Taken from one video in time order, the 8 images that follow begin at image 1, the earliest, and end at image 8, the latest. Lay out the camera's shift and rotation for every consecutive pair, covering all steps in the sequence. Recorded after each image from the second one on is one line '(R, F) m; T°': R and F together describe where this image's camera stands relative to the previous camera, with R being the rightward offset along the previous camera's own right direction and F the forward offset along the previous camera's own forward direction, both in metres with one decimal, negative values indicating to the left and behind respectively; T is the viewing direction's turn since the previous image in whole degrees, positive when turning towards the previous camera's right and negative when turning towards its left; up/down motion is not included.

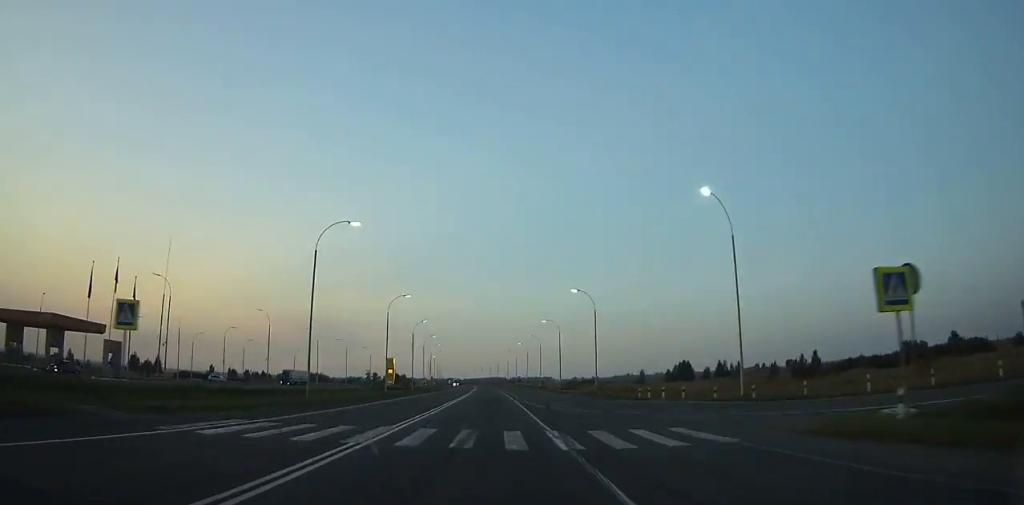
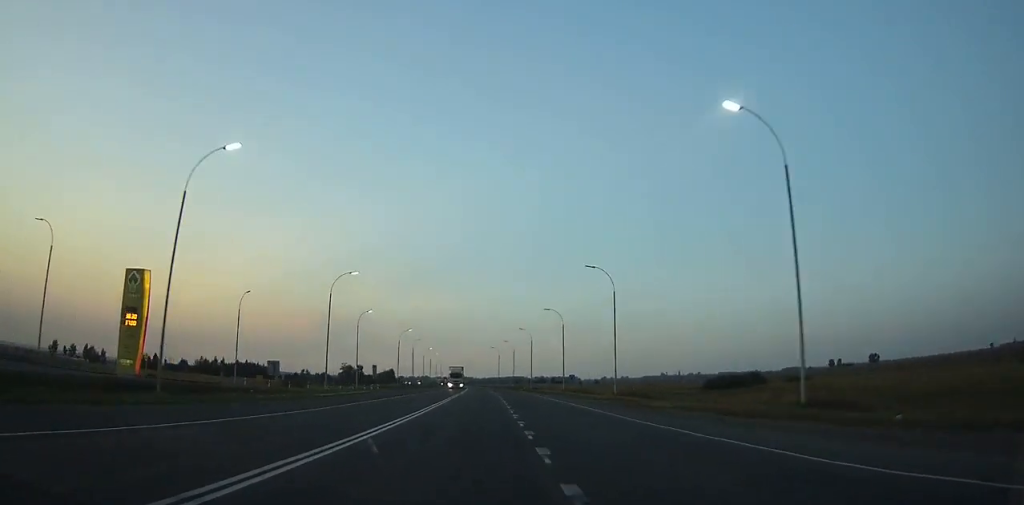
(-2.3, +131.1) m; -2°
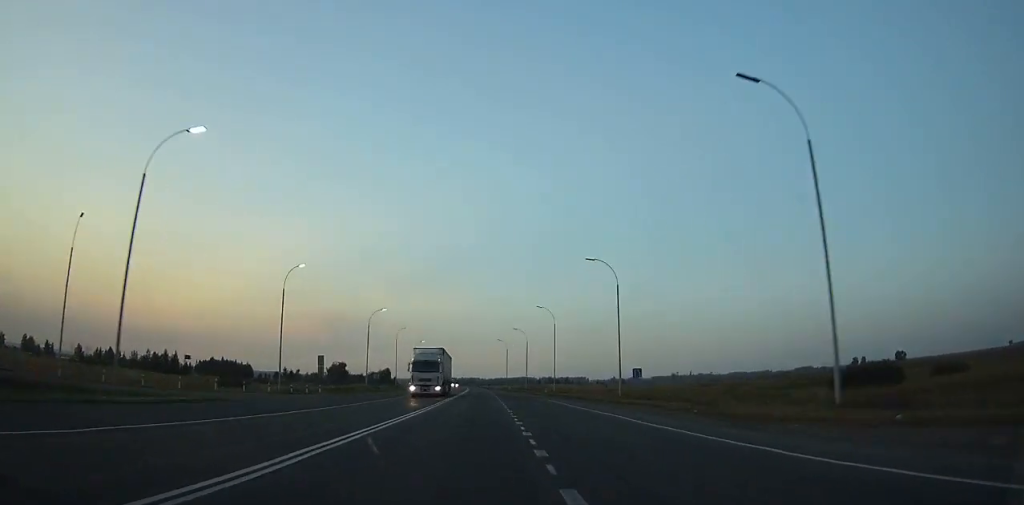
(-0.4, +32.2) m; -1°
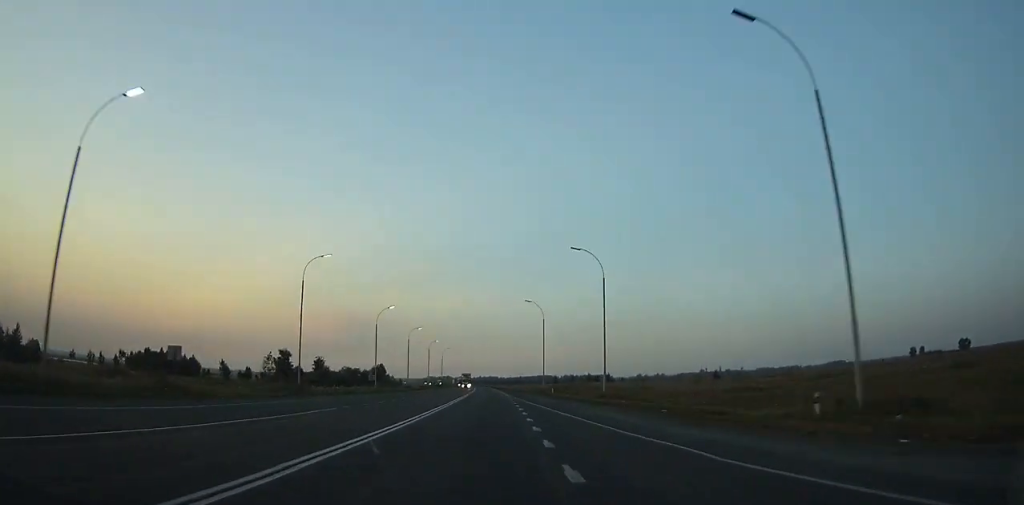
(-0.6, +62.0) m; -1°
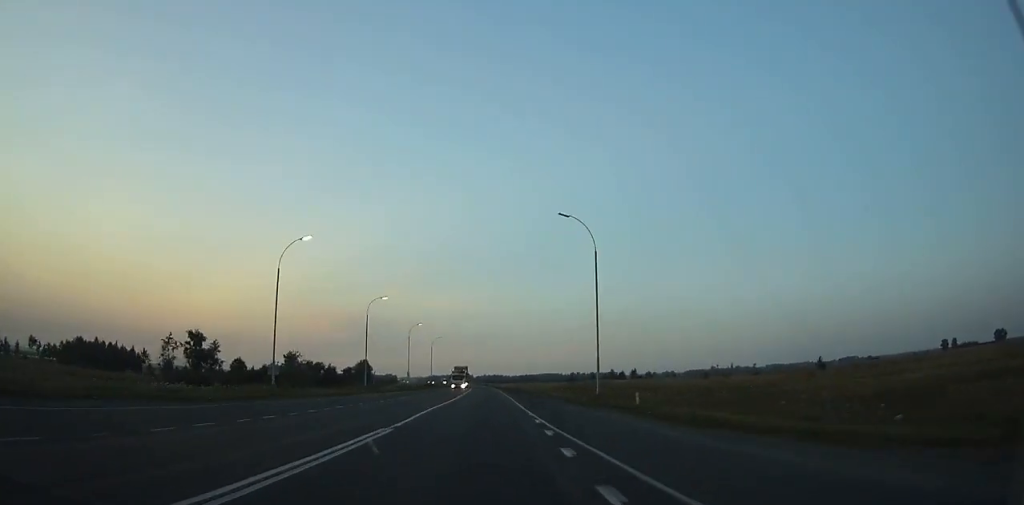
(-0.3, +37.4) m; -1°
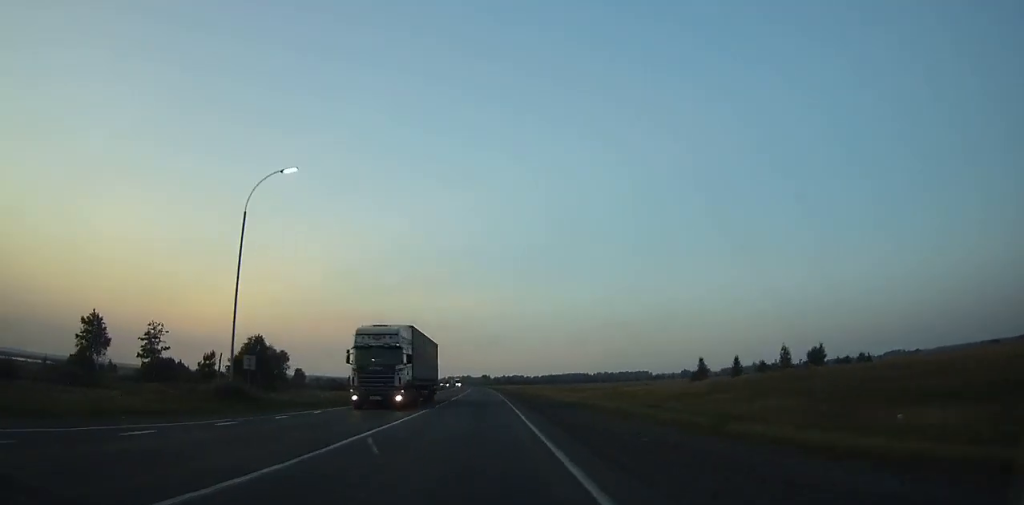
(-1.6, +107.6) m; -2°
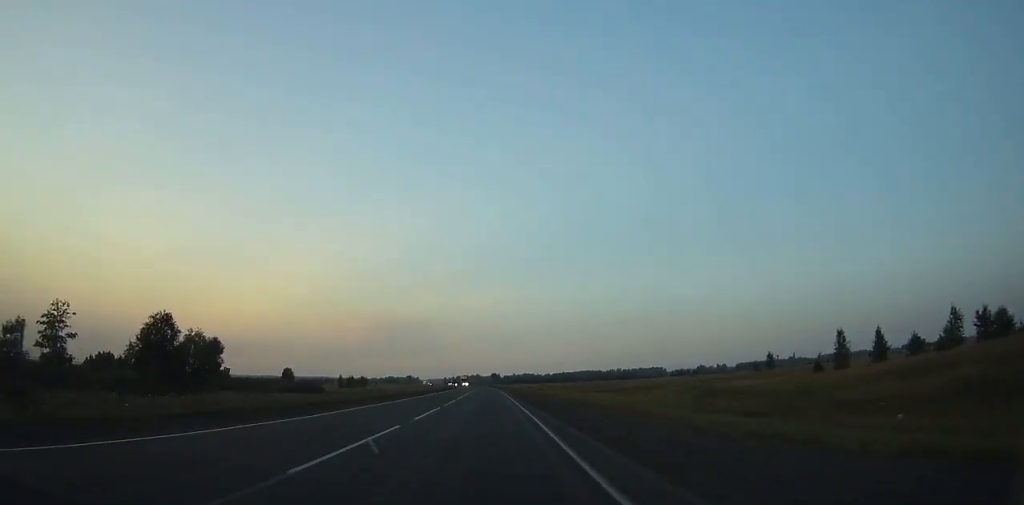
(-0.2, +32.7) m; -1°
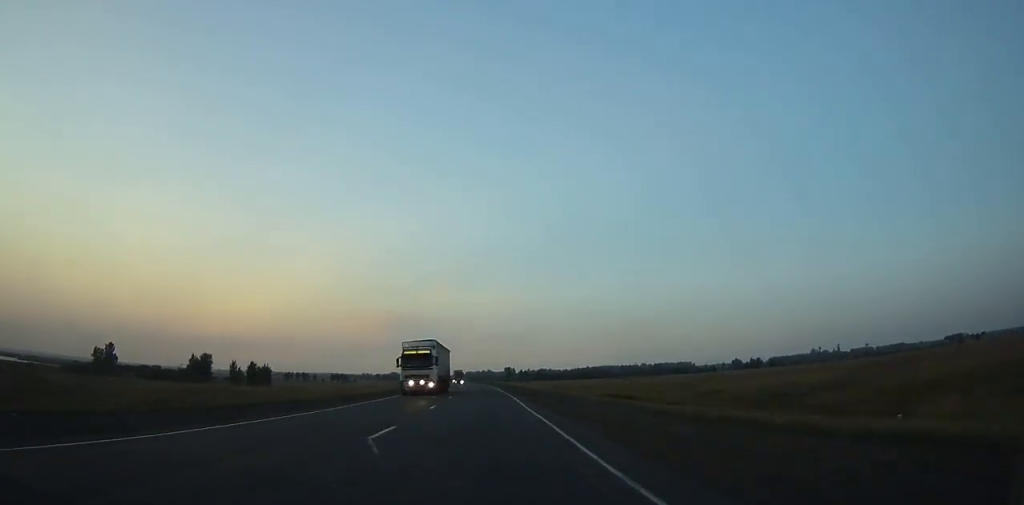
(-1.9, +102.9) m; -2°
